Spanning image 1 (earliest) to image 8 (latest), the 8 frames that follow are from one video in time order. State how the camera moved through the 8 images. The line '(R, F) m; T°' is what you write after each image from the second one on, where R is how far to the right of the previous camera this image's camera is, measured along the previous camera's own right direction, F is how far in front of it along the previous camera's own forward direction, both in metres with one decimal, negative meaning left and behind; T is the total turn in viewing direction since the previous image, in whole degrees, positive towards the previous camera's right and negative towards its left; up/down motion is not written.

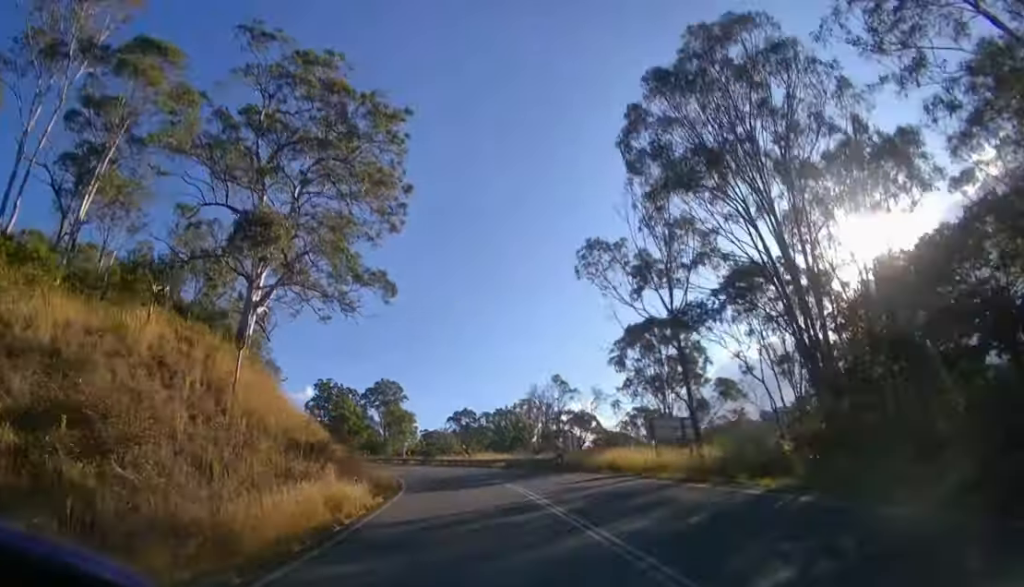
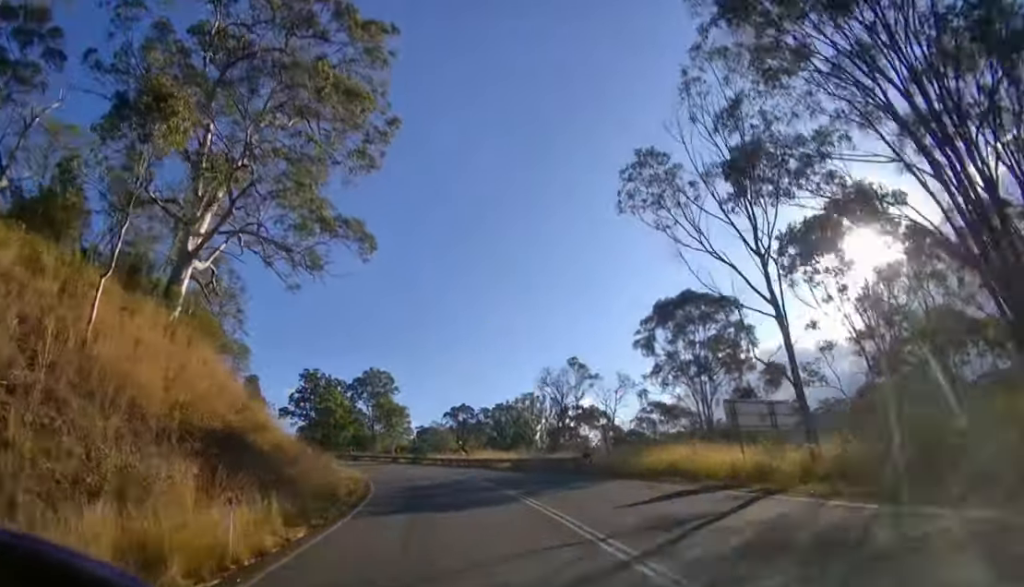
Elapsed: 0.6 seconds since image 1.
(+0.1, +8.6) m; 0°
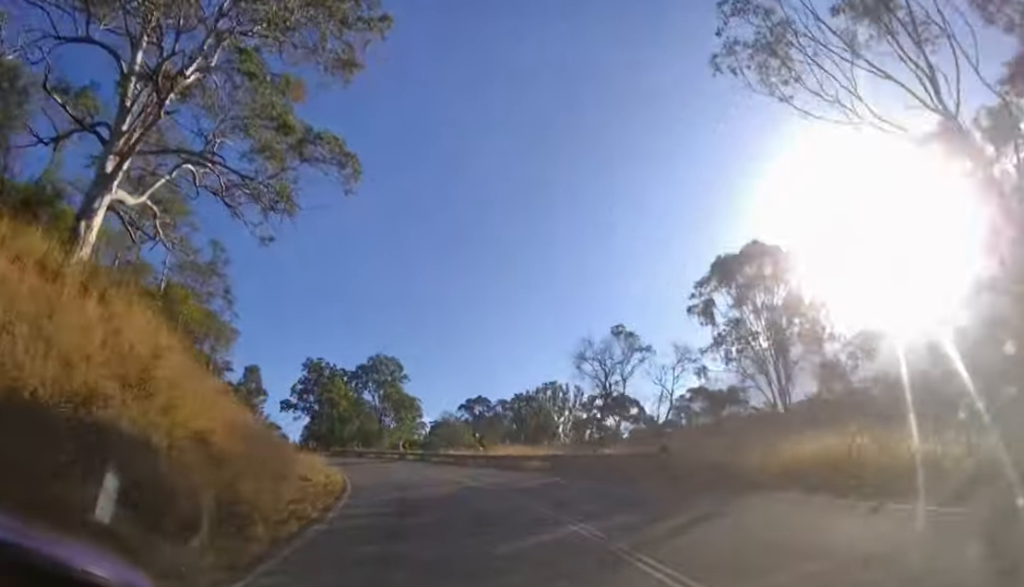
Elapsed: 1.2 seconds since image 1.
(+0.1, +8.3) m; -1°
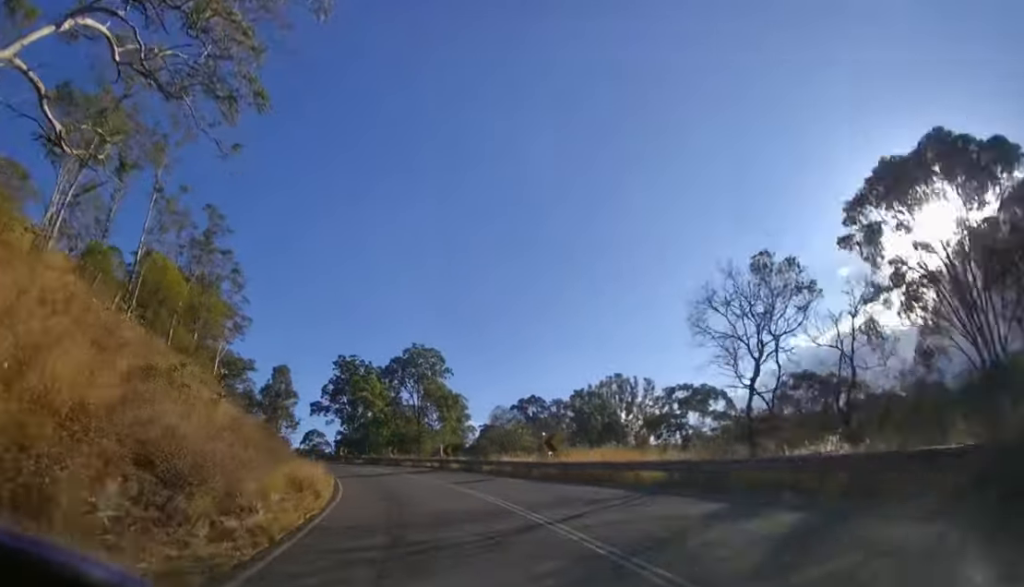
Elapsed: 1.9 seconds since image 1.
(-0.3, +10.2) m; -4°
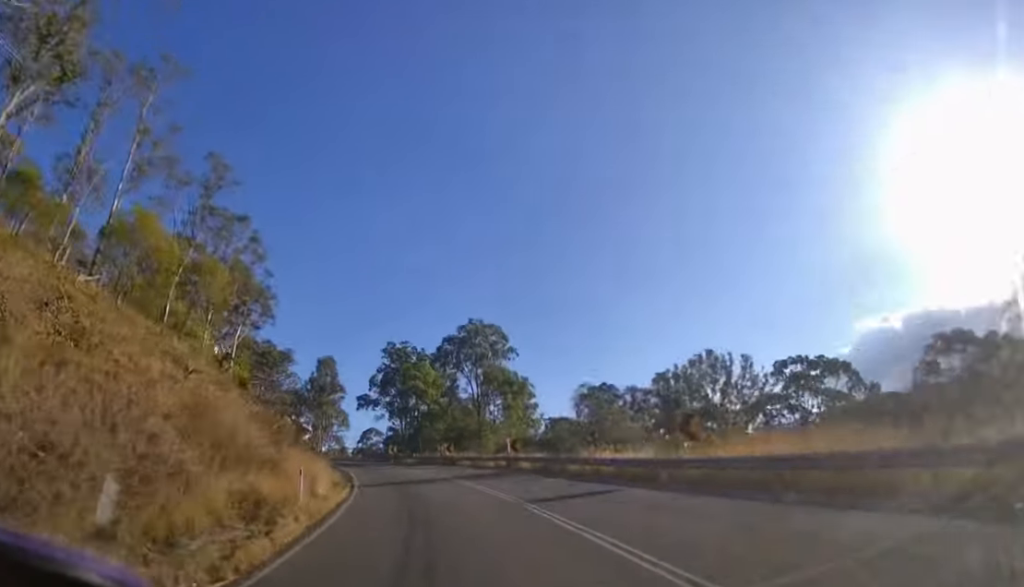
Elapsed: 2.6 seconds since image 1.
(-0.4, +8.5) m; -5°
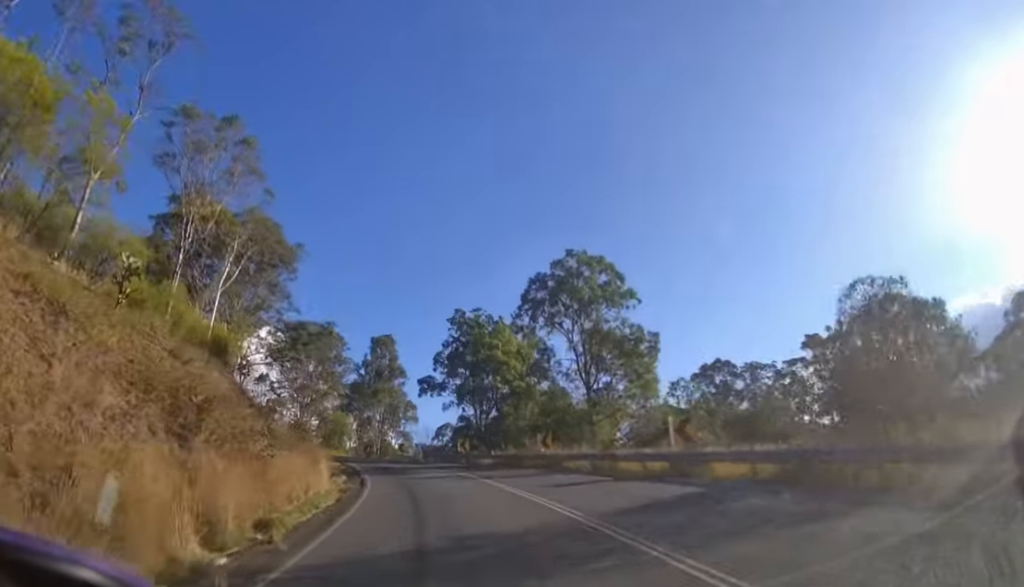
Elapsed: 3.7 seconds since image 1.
(-1.0, +12.8) m; -9°
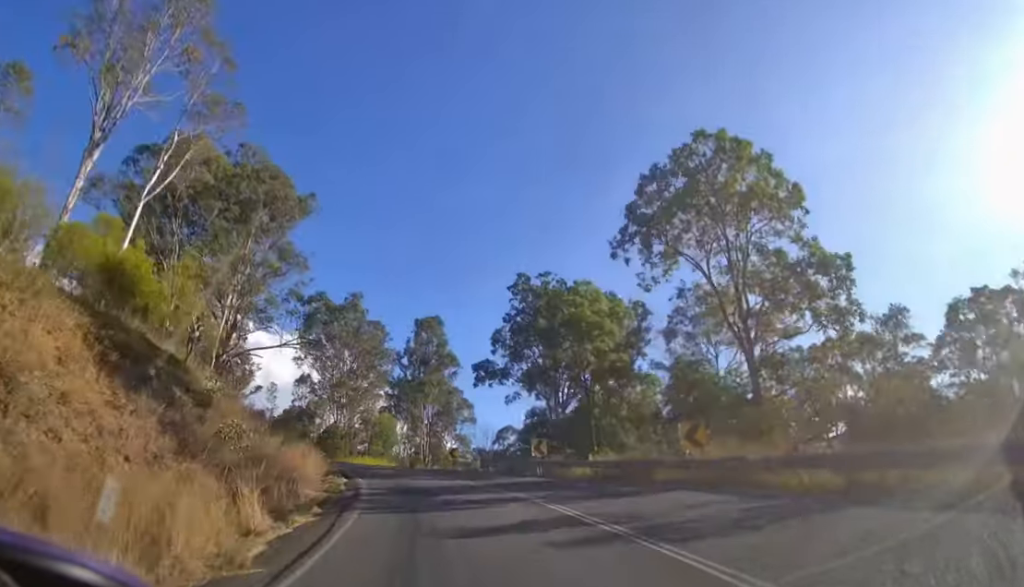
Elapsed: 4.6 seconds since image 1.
(-0.6, +10.9) m; -7°
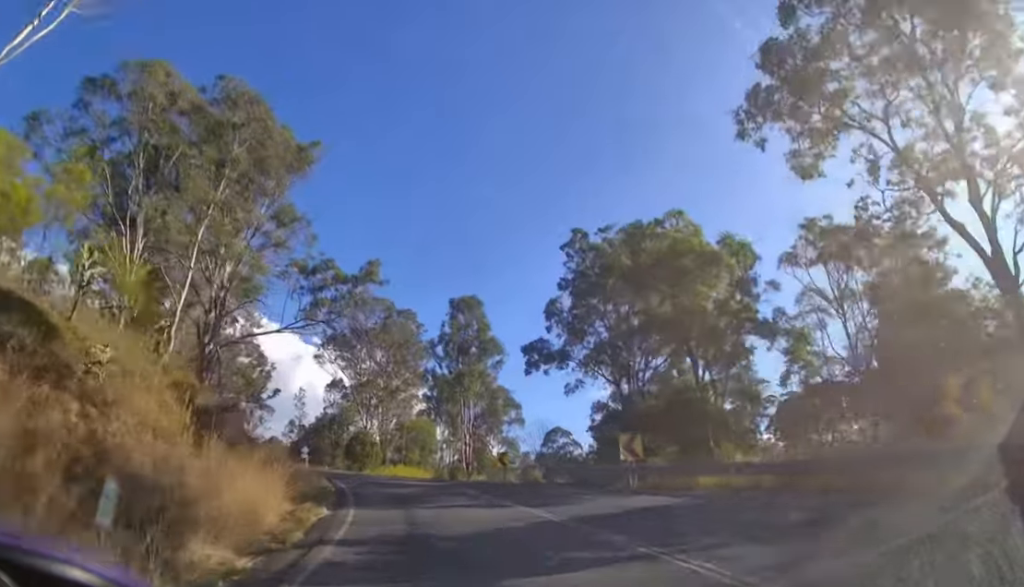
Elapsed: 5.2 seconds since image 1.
(-0.1, +7.6) m; -5°
